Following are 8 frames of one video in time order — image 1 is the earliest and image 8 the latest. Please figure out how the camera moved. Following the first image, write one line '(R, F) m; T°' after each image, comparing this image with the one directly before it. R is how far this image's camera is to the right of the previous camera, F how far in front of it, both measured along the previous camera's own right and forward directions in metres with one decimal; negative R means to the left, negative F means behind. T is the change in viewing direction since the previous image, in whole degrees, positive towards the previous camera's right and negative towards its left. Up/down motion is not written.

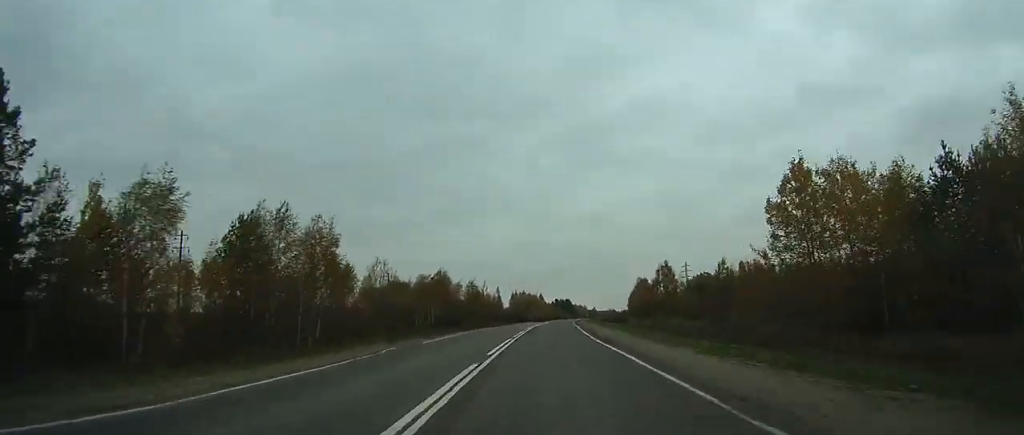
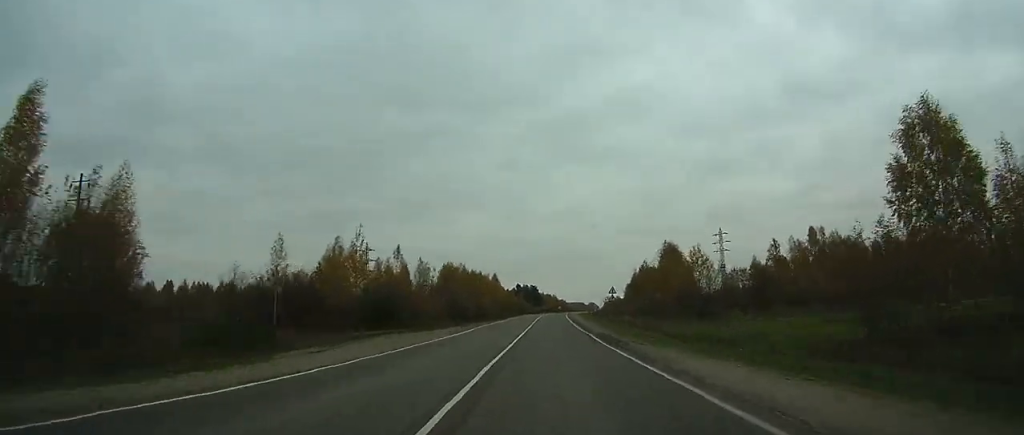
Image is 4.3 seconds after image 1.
(+2.3, +99.0) m; +2°
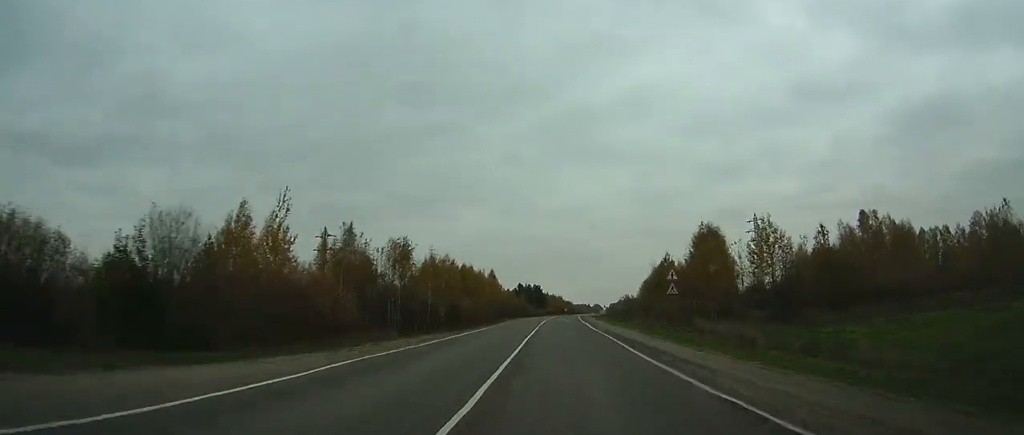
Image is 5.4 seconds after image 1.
(+0.2, +27.4) m; +1°
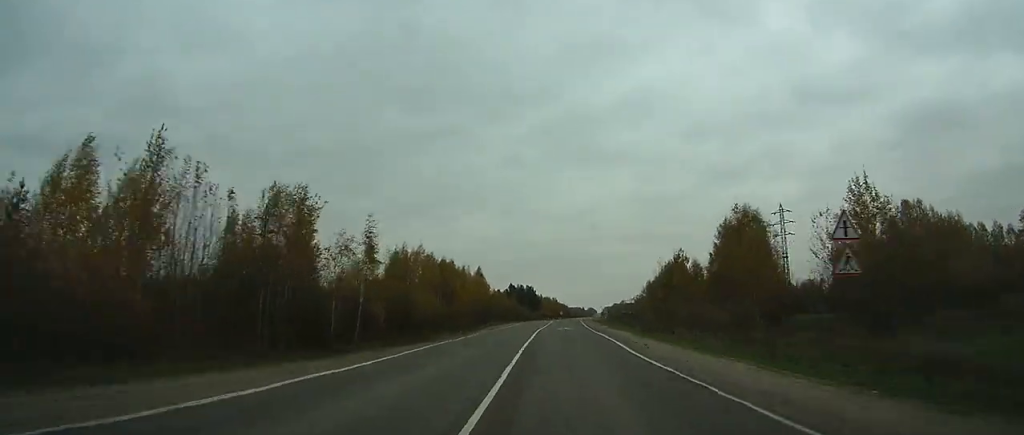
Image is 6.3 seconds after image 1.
(-0.2, +20.9) m; +1°
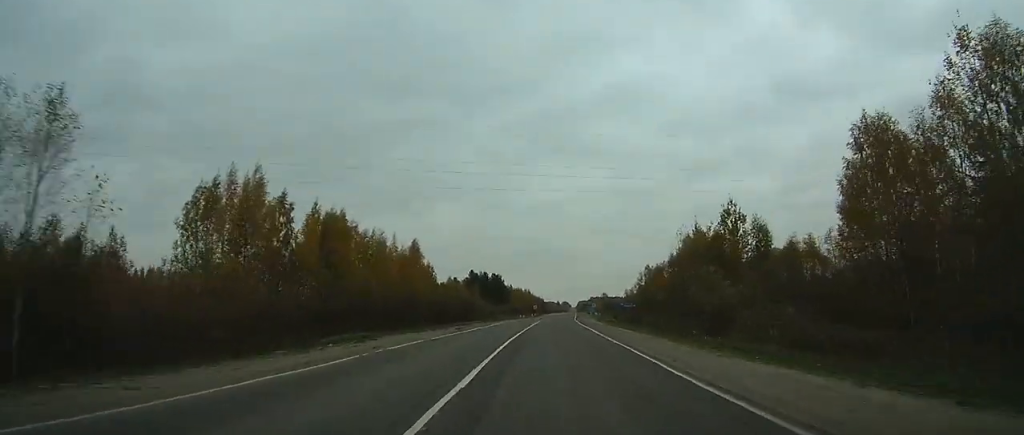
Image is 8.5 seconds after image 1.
(+1.3, +51.0) m; +2°
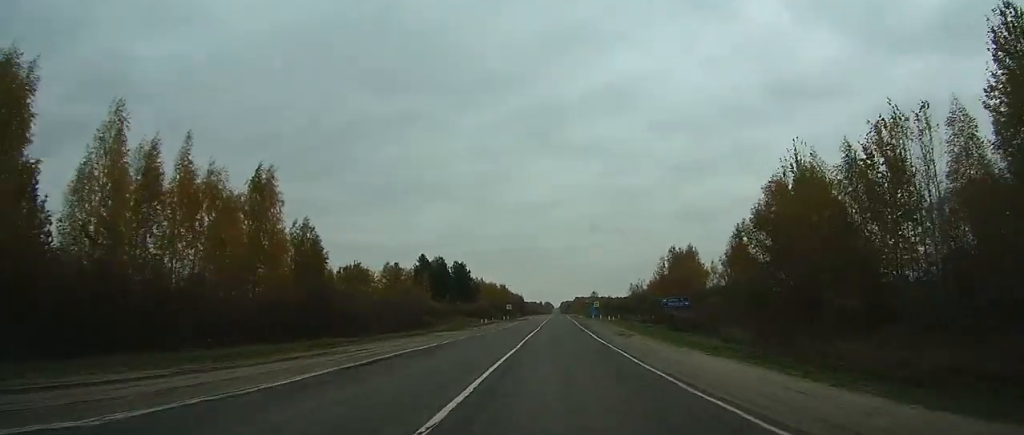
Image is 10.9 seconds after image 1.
(+1.2, +53.7) m; +2°
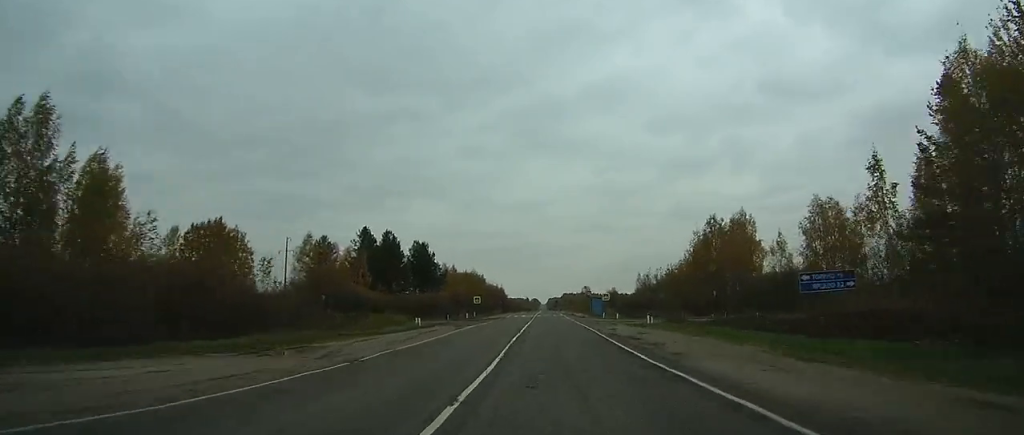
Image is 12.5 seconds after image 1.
(+0.4, +36.3) m; +1°
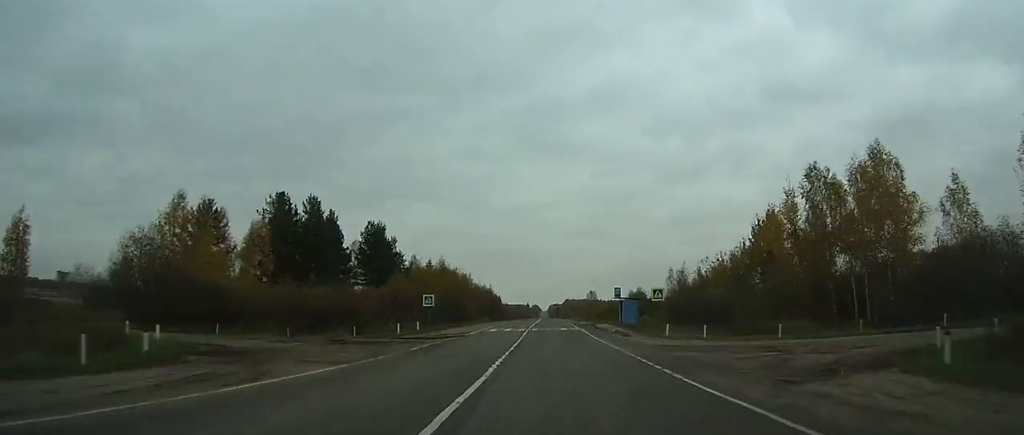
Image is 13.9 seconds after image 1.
(+0.1, +36.0) m; 0°
